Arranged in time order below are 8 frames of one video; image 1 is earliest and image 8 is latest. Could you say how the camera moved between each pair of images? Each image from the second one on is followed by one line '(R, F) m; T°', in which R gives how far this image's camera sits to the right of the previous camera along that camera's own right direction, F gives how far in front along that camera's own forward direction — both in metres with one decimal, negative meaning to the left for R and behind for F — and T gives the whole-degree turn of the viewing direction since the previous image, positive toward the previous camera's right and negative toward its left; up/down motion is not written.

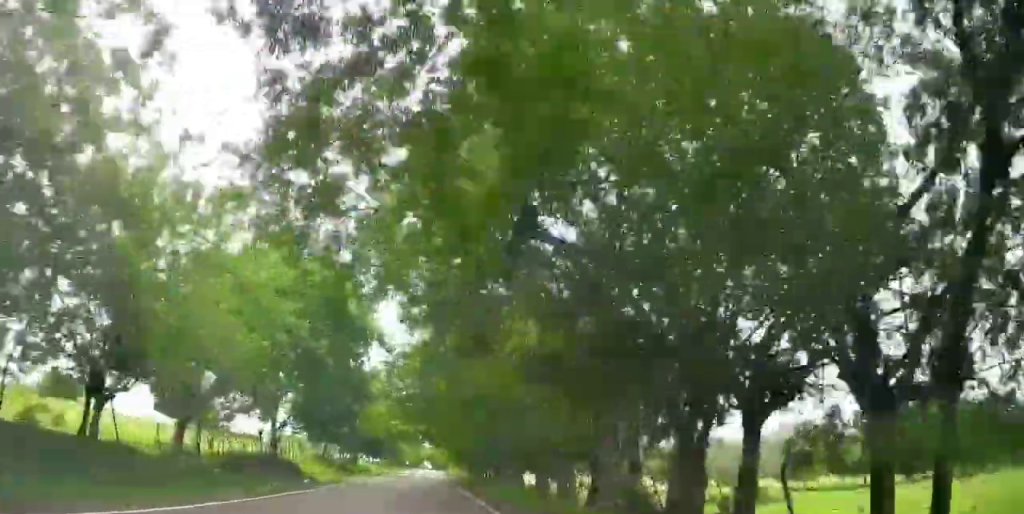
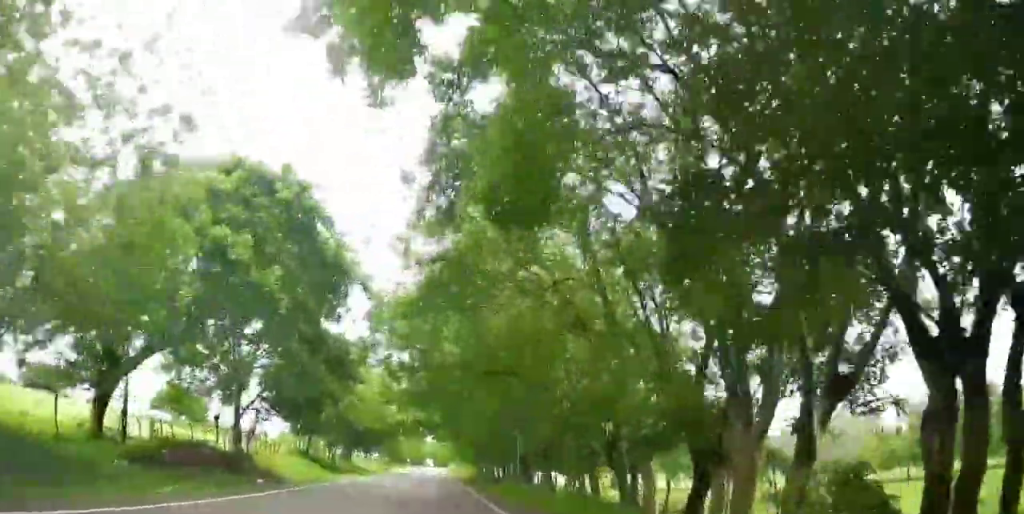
(-0.2, +8.6) m; -1°
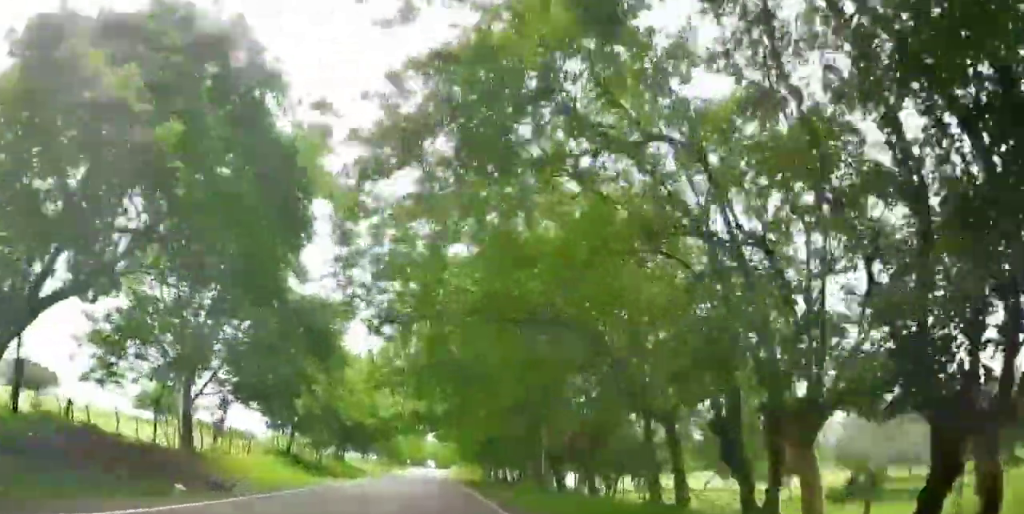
(-0.1, +7.2) m; -1°
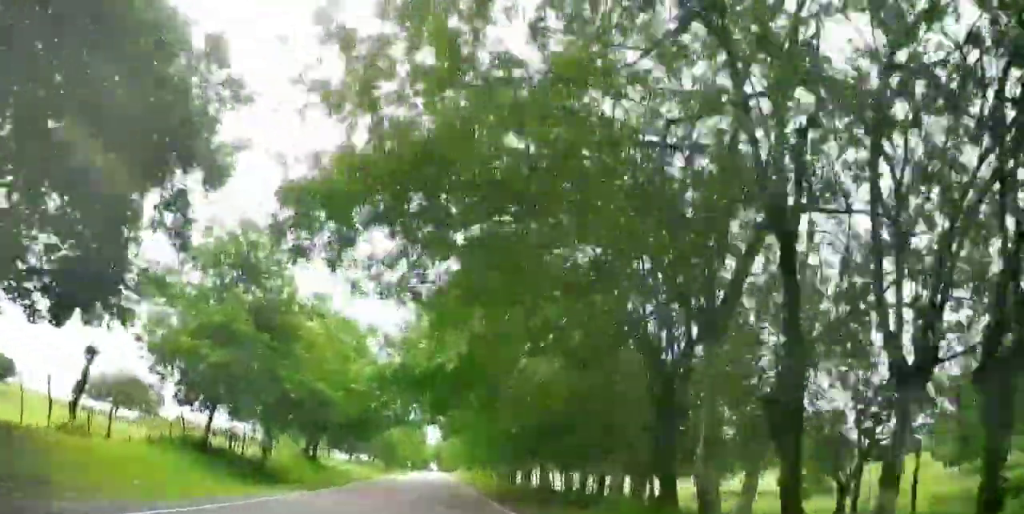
(0.0, +16.3) m; 0°
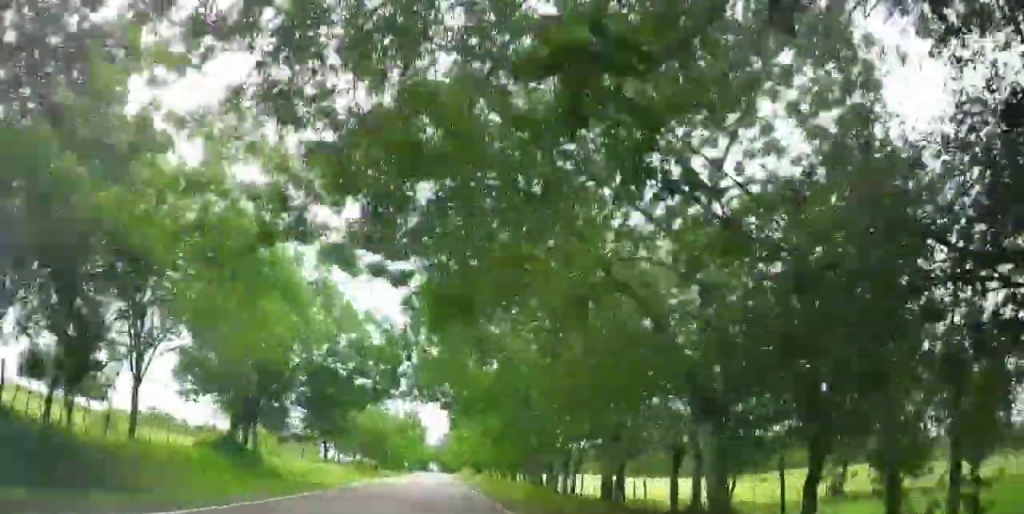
(0.0, +18.4) m; +1°
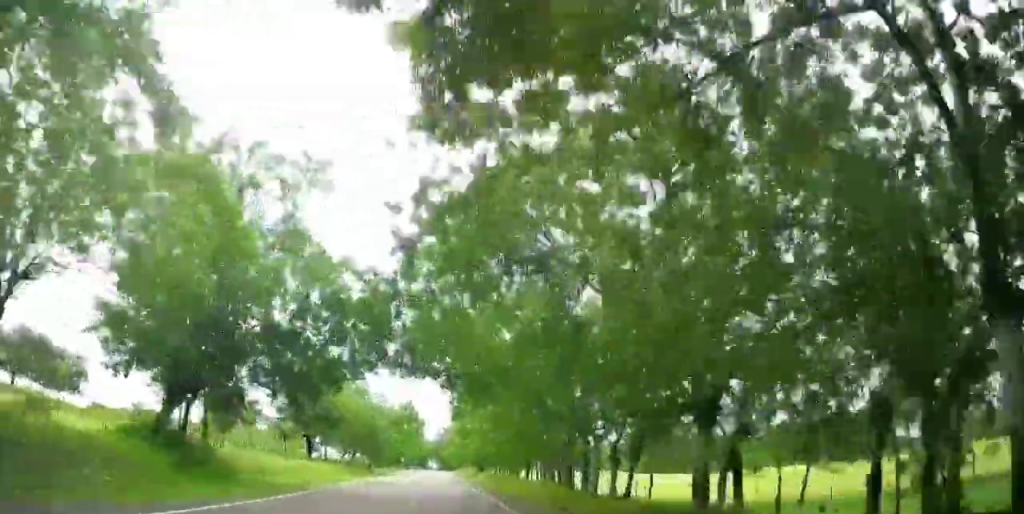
(+0.1, +7.8) m; 0°
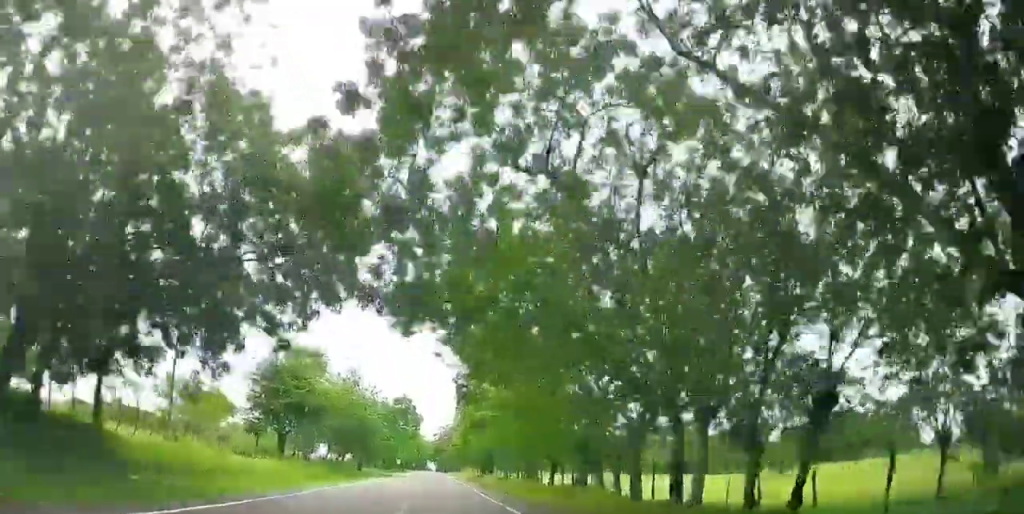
(+0.2, +9.5) m; 0°
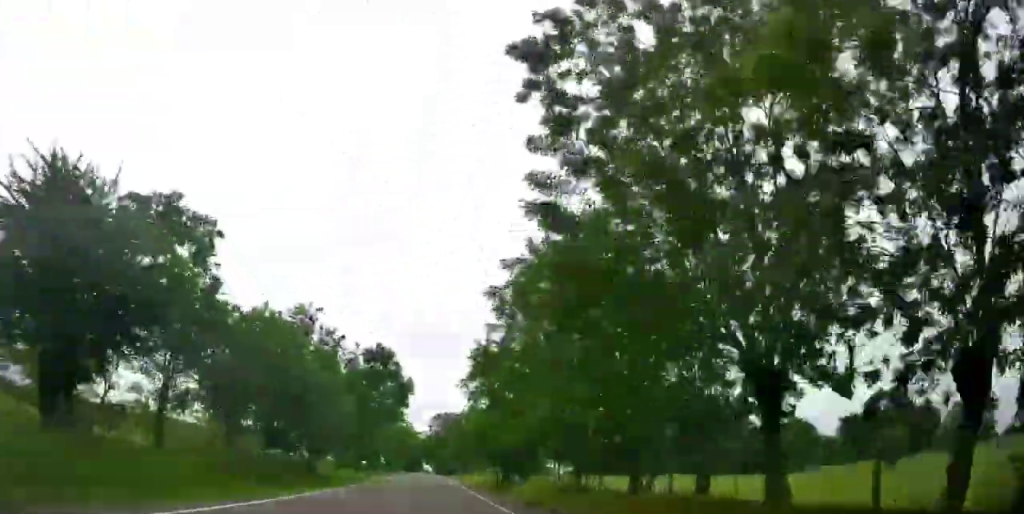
(-0.4, +27.7) m; -1°
